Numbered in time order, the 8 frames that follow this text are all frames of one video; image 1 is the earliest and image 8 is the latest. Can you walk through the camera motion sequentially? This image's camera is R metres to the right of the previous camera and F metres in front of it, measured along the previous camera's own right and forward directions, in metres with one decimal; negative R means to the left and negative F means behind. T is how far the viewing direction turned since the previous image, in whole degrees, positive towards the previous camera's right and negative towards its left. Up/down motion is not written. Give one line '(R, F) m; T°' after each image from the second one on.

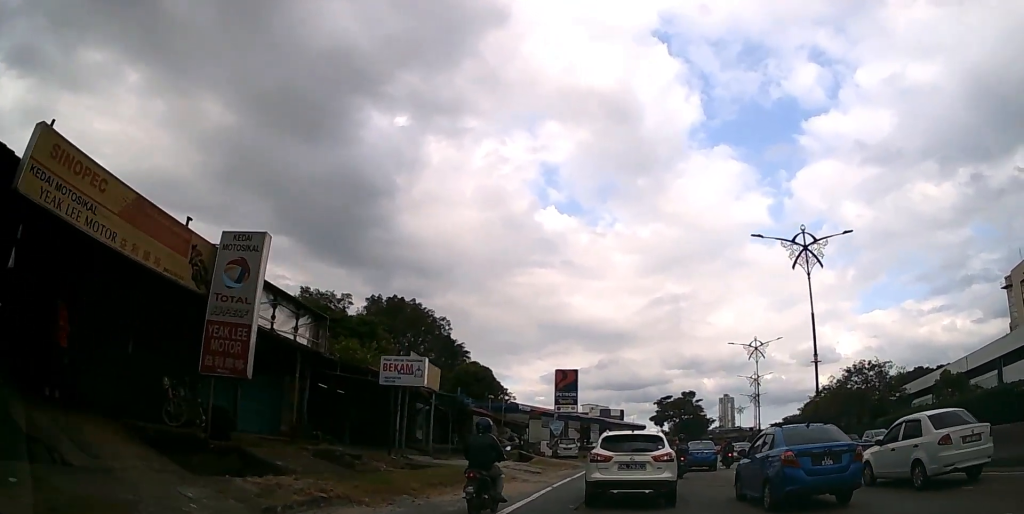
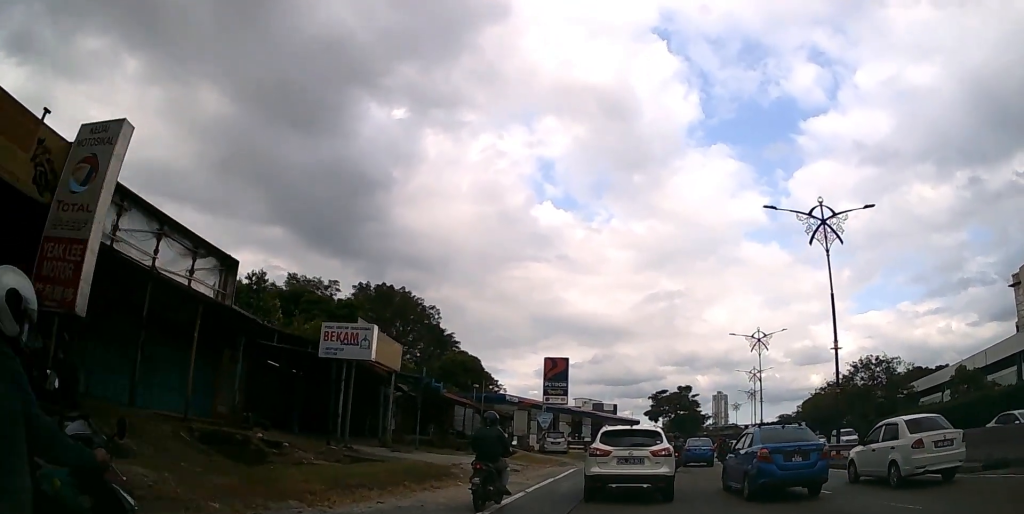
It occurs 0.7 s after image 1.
(0.0, +3.6) m; +1°
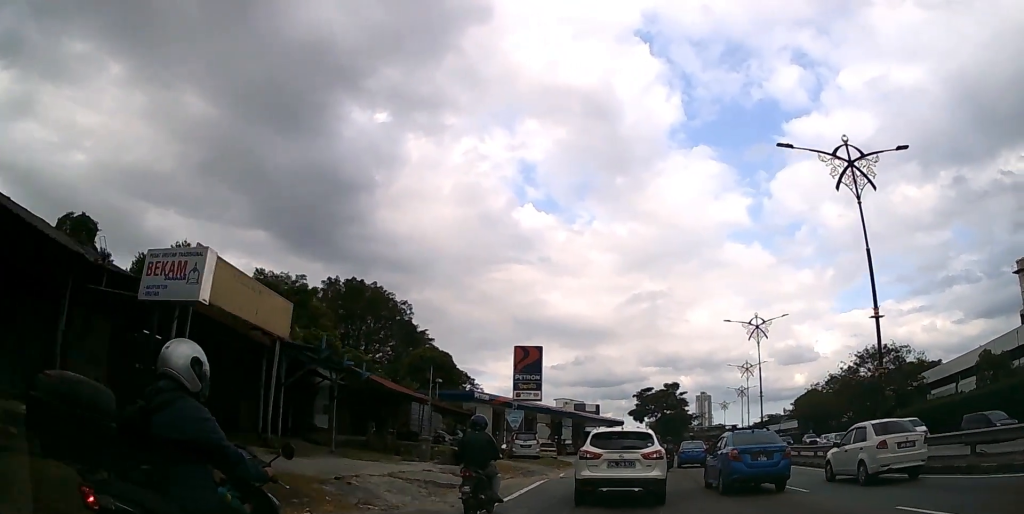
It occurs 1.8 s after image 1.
(+0.1, +6.3) m; +2°
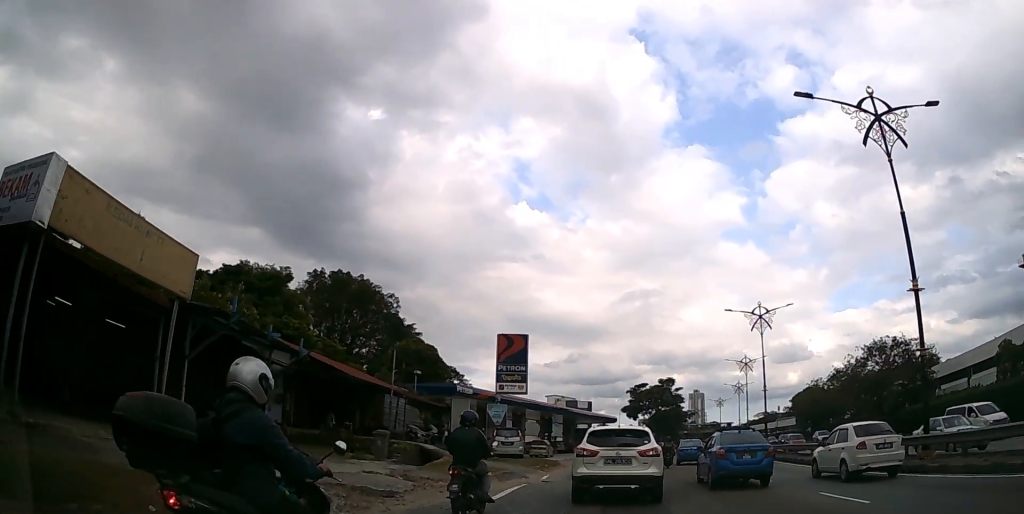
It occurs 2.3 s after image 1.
(0.0, +3.6) m; +1°
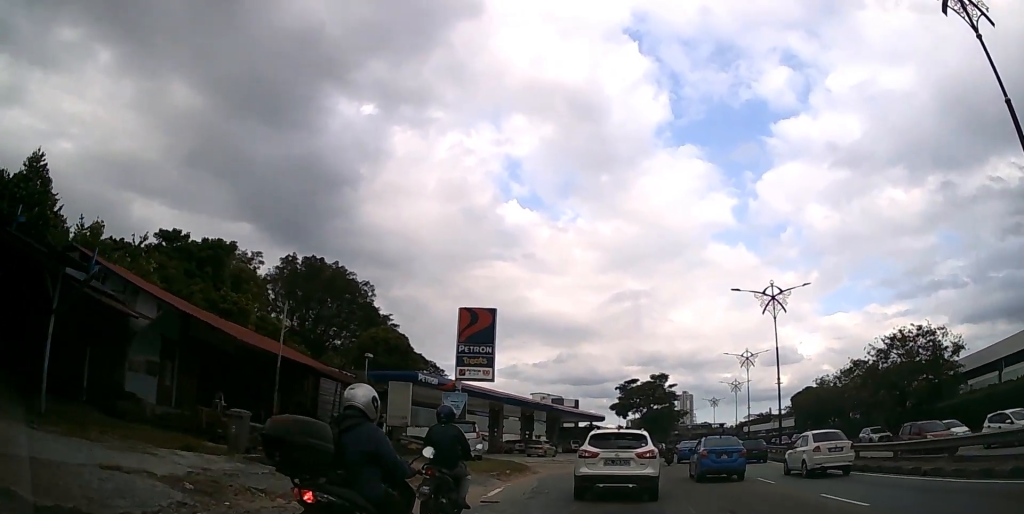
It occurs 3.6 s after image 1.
(+0.2, +7.7) m; +1°
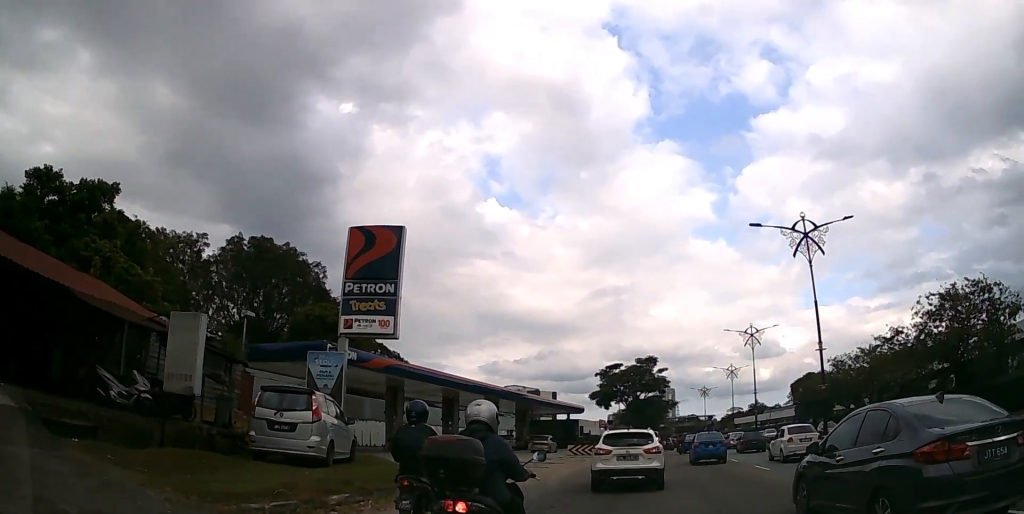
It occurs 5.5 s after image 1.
(-0.1, +11.5) m; +1°
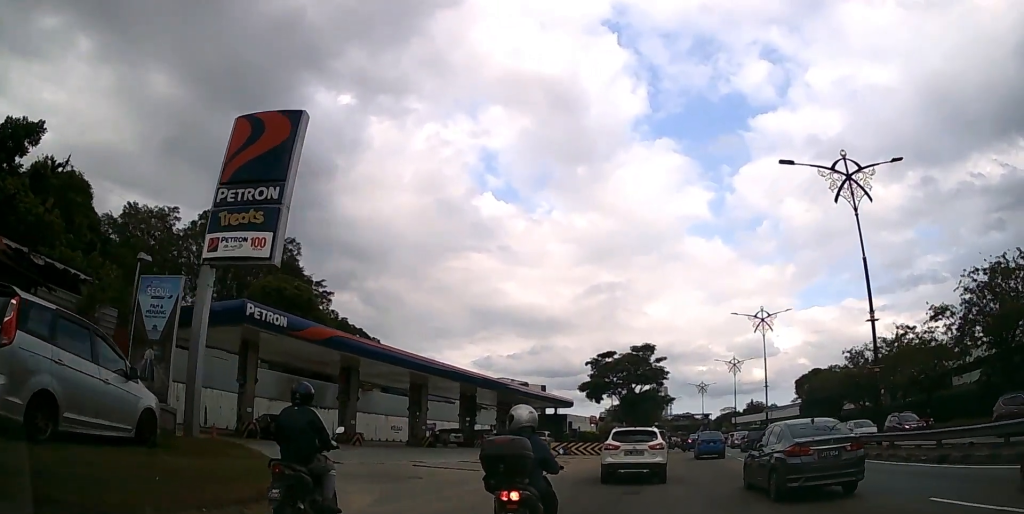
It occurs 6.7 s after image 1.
(+0.1, +7.0) m; +2°
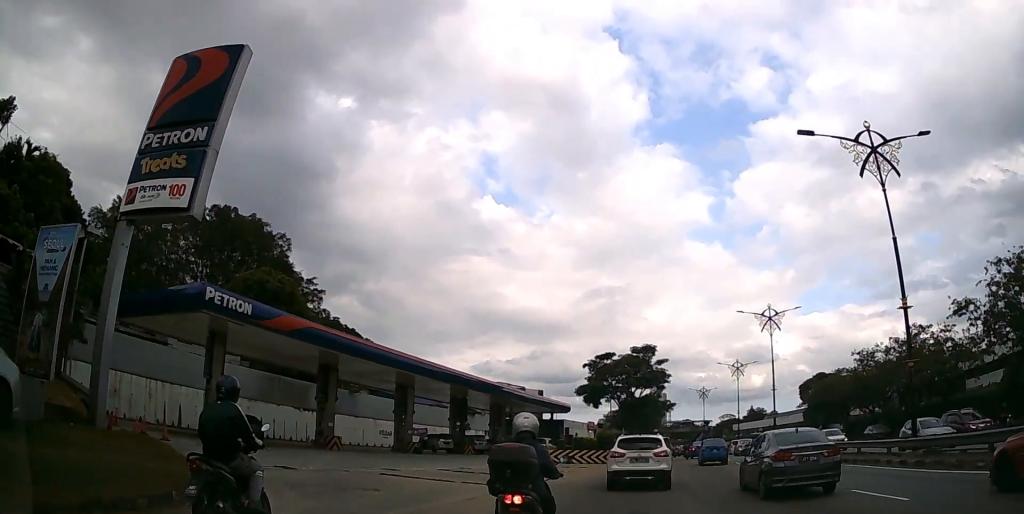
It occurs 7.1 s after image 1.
(0.0, +2.7) m; +1°
